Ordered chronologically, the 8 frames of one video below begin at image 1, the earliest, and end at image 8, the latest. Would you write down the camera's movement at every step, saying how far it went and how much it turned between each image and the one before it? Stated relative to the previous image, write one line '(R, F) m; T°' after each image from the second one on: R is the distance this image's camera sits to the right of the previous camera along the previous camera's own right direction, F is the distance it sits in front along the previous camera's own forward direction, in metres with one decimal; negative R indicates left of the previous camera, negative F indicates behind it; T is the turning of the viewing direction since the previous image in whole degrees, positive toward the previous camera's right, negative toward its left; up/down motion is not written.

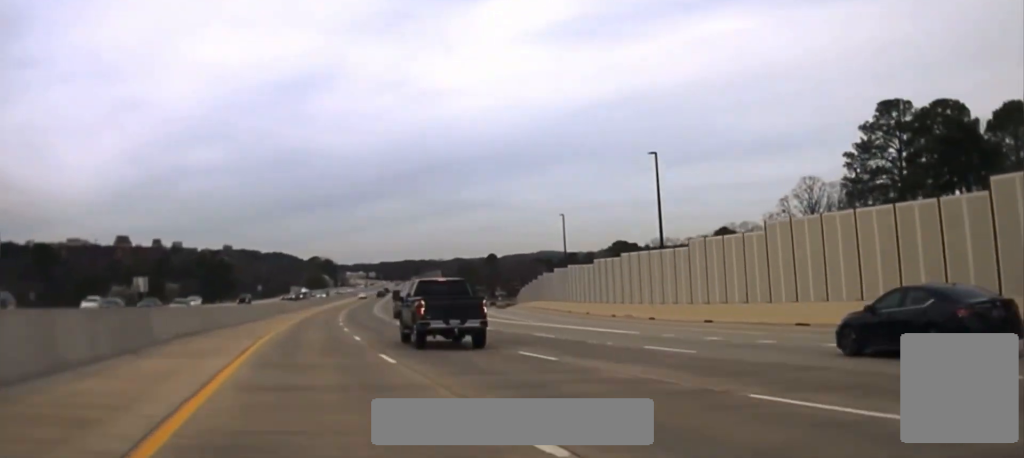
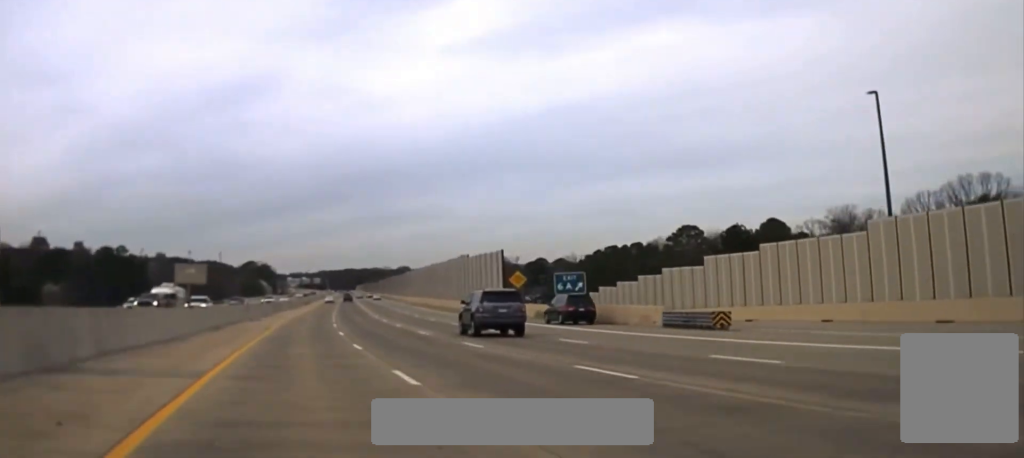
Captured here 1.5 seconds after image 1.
(+3.5, +81.3) m; +4°
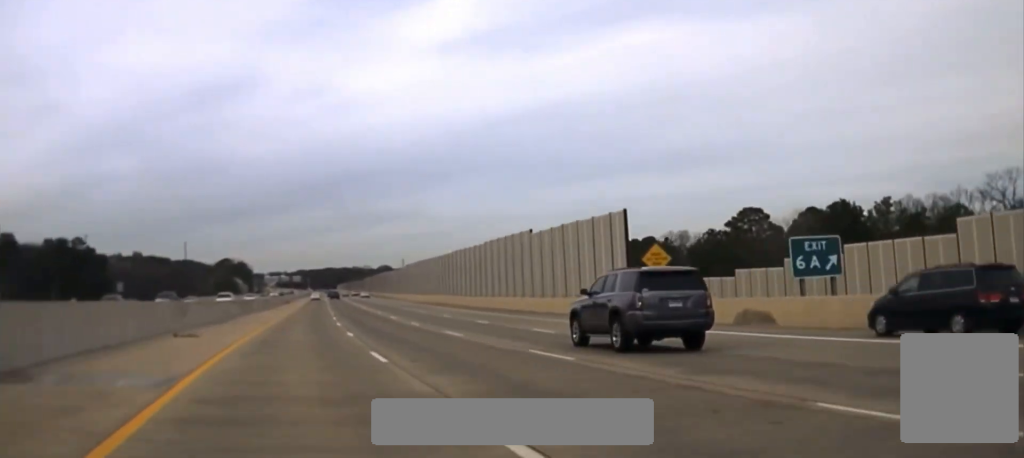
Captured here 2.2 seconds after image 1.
(+0.5, +35.9) m; +1°
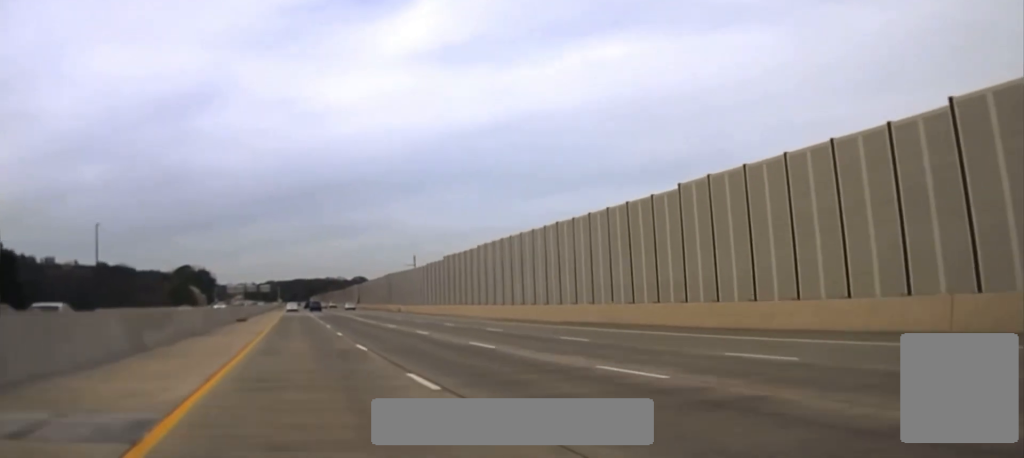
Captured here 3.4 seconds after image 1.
(+1.2, +71.8) m; +1°
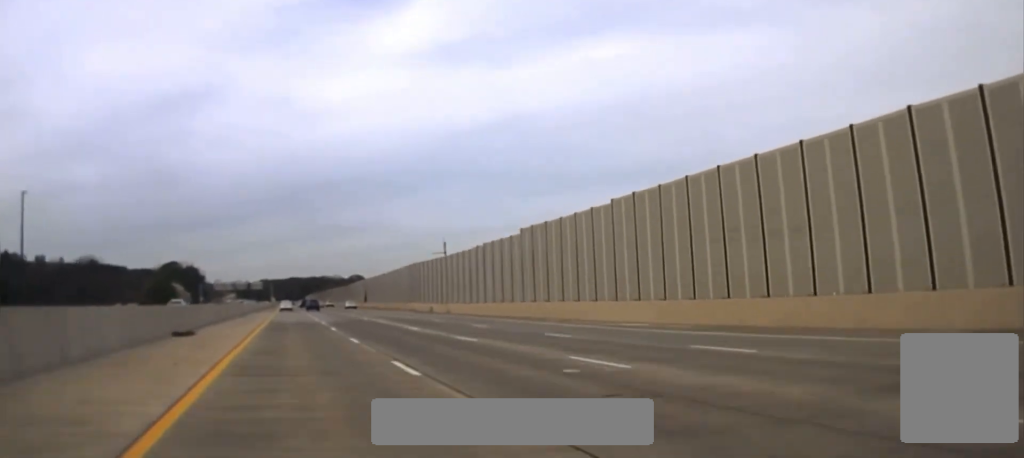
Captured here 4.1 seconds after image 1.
(+0.2, +35.1) m; +1°
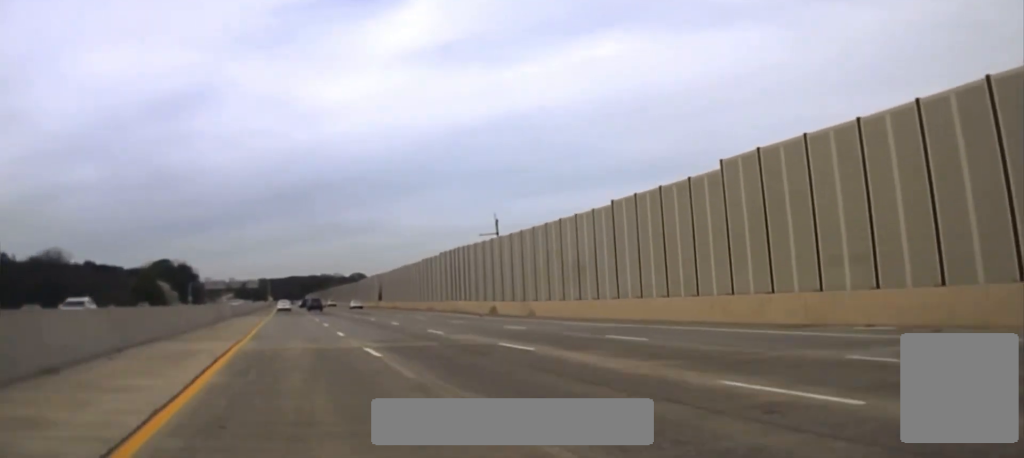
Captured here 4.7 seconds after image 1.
(+0.2, +27.2) m; 0°
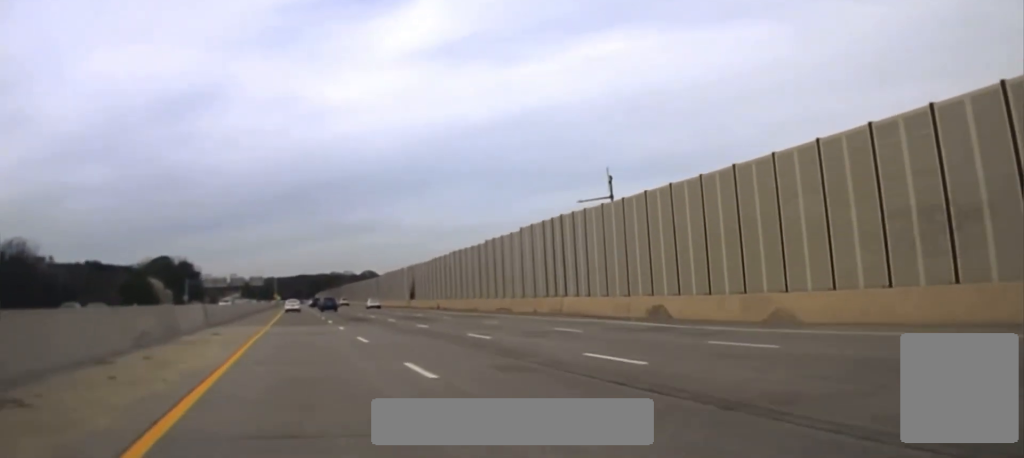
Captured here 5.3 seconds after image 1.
(0.0, +27.0) m; 0°
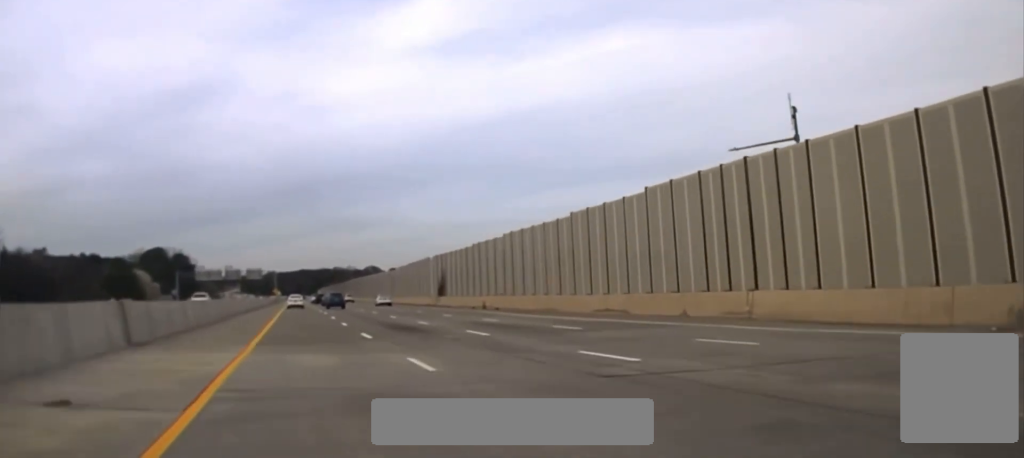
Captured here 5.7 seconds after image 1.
(-0.2, +20.8) m; 0°
